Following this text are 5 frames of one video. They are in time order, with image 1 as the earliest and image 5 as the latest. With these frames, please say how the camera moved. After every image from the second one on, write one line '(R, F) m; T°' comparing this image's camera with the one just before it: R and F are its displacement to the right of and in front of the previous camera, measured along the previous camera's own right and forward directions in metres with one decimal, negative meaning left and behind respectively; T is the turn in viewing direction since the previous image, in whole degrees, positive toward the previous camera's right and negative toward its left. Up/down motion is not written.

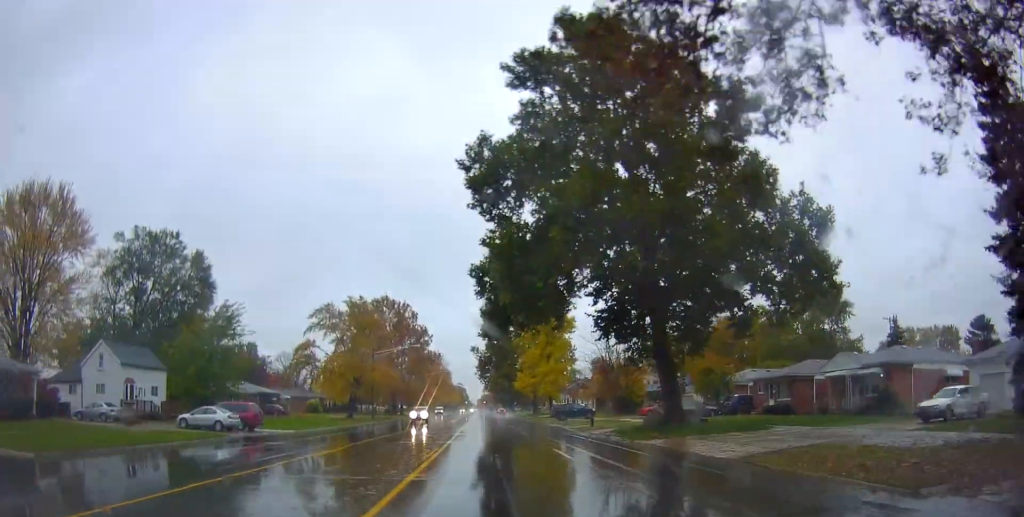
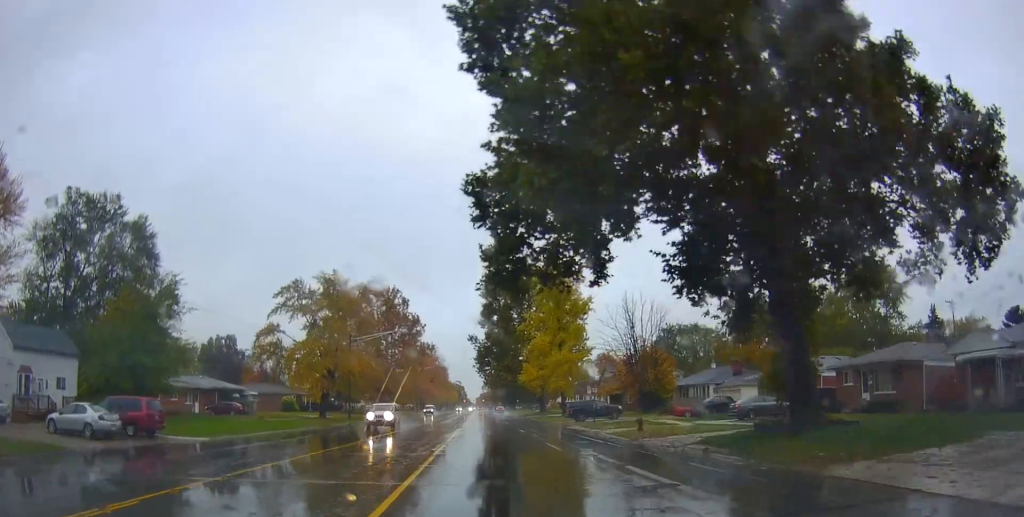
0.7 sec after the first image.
(0.0, +13.2) m; -1°
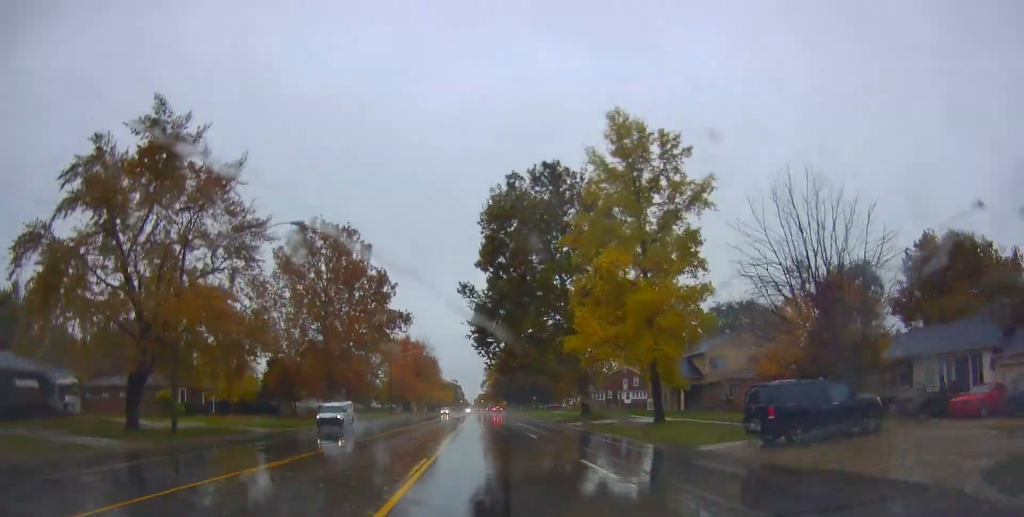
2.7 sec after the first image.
(+0.2, +37.2) m; +1°
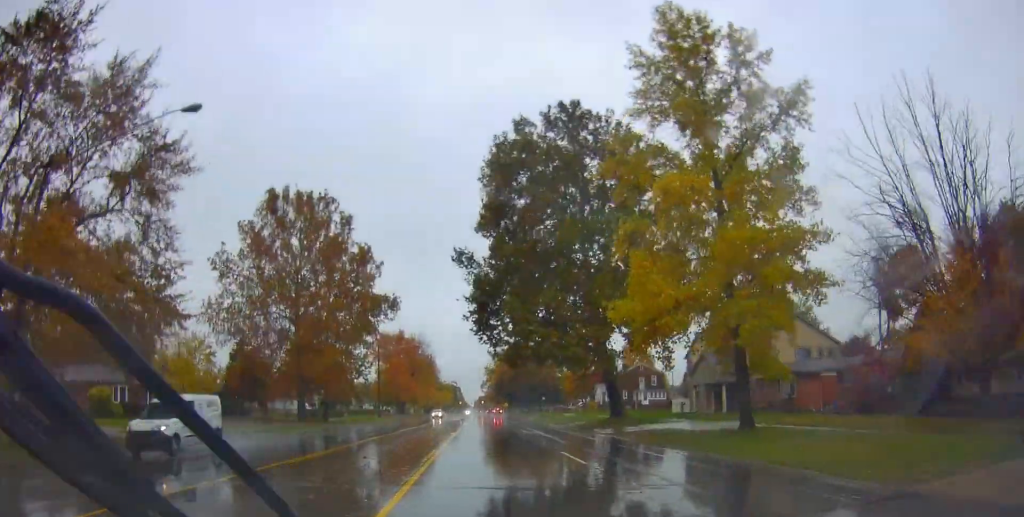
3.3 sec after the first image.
(-0.2, +11.5) m; 0°
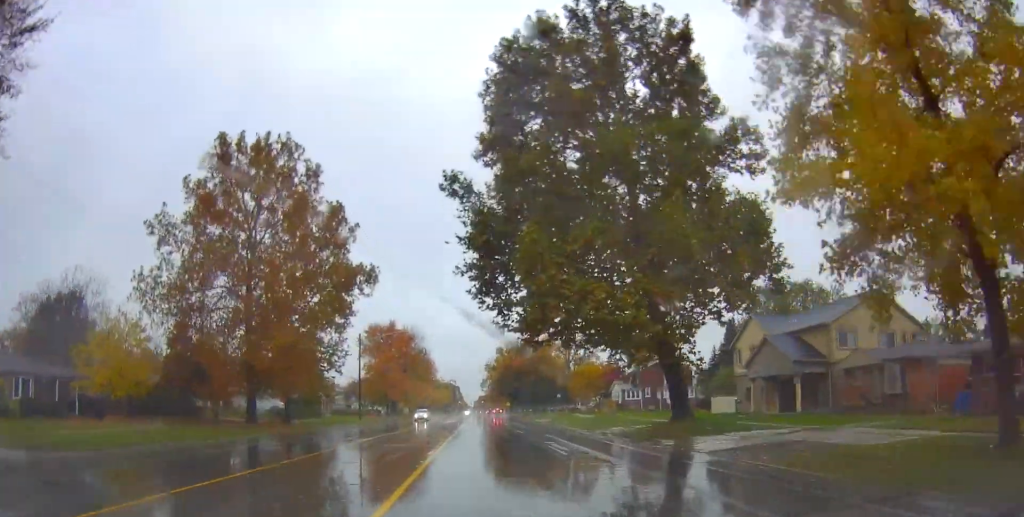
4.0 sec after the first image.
(+0.1, +13.4) m; -1°
